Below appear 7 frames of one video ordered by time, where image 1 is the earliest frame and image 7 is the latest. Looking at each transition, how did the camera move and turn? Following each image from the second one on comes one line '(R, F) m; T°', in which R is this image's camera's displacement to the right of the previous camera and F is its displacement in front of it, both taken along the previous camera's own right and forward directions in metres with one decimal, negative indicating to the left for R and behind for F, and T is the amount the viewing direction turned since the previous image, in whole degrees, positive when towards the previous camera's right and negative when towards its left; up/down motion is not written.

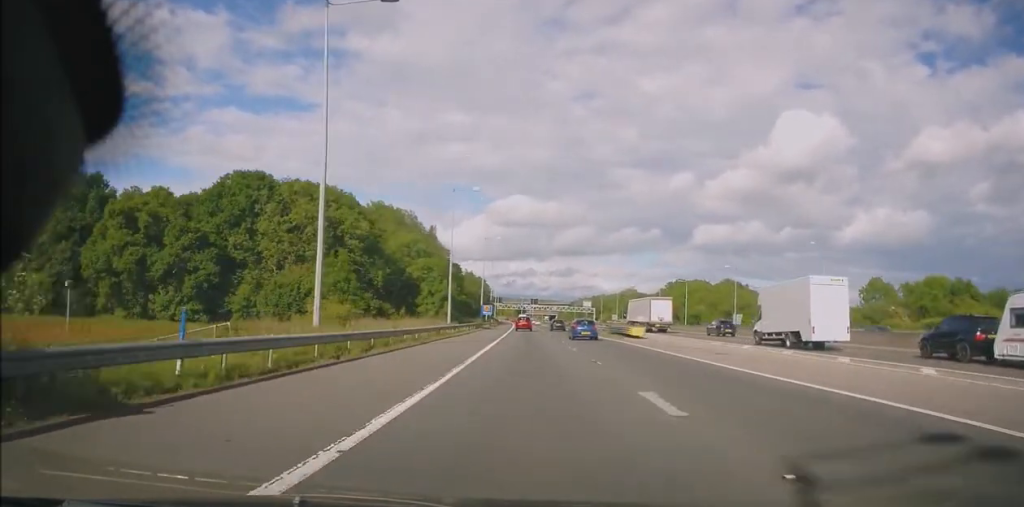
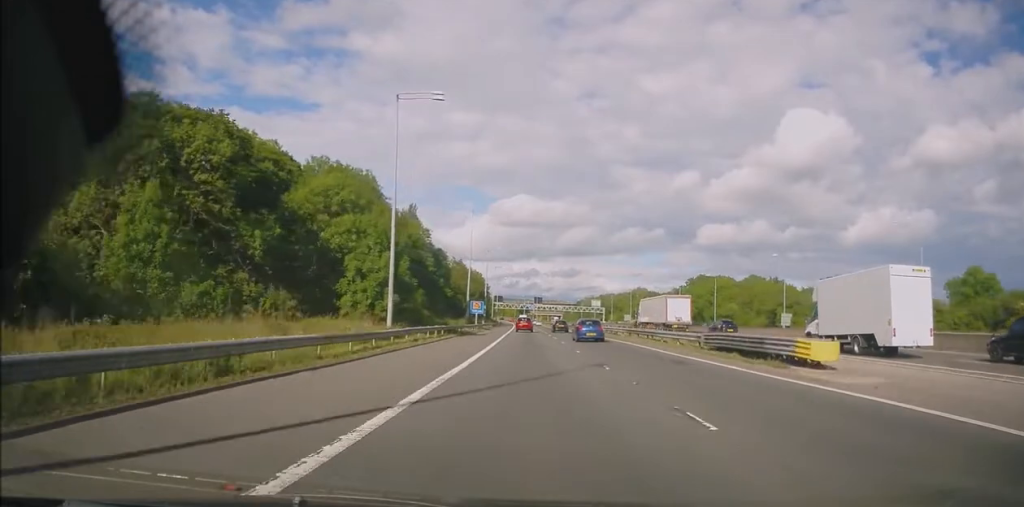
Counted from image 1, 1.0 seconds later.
(+0.3, +28.4) m; 0°
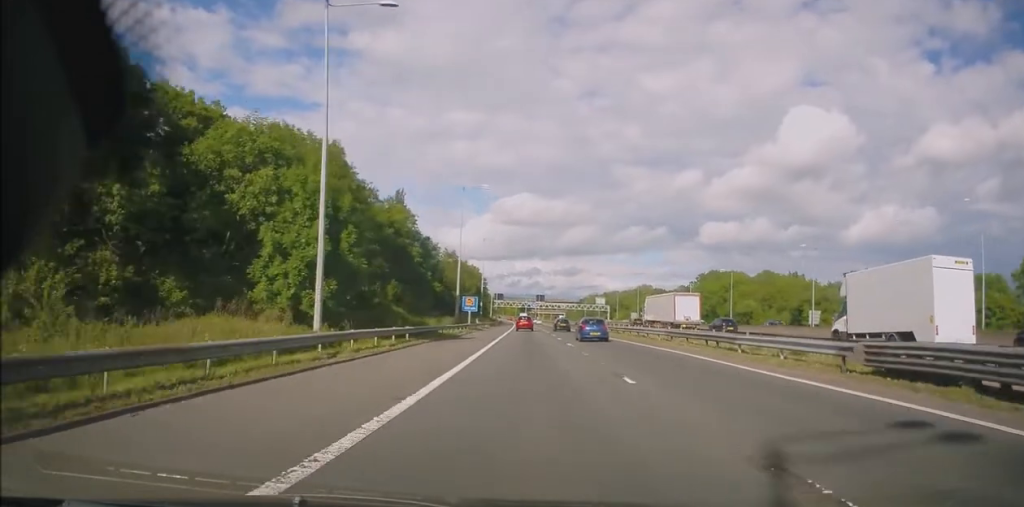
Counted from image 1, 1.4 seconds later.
(0.0, +12.7) m; 0°
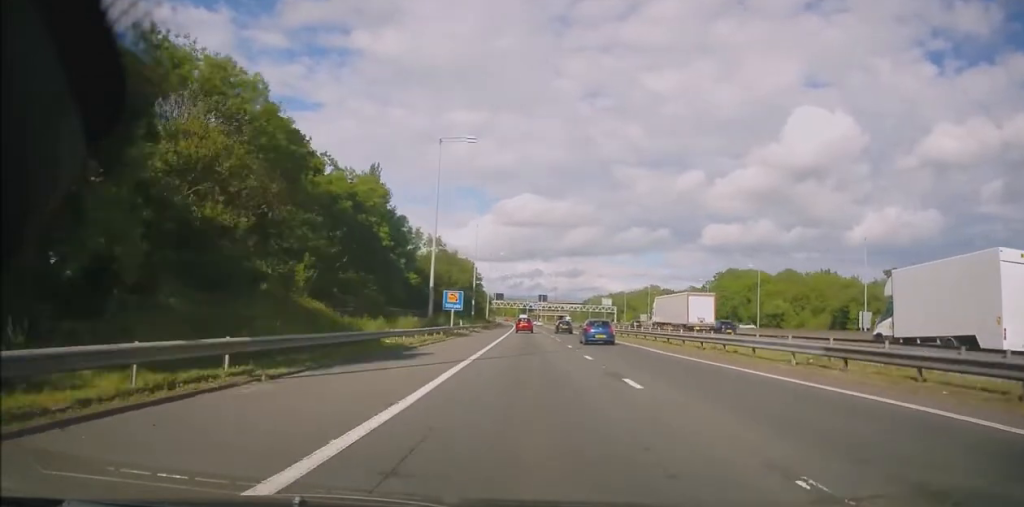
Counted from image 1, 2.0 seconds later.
(-0.3, +18.5) m; -1°
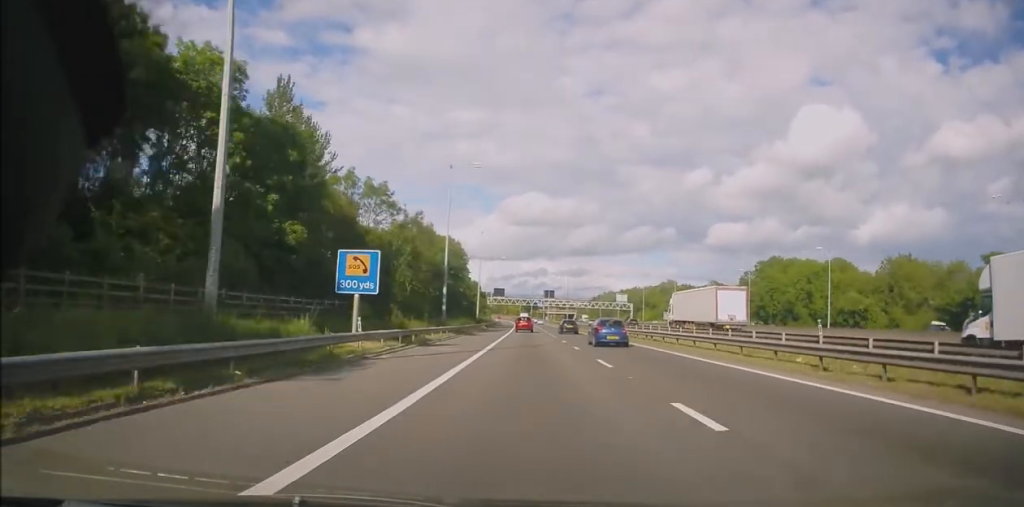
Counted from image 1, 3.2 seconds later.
(-0.2, +33.7) m; +1°
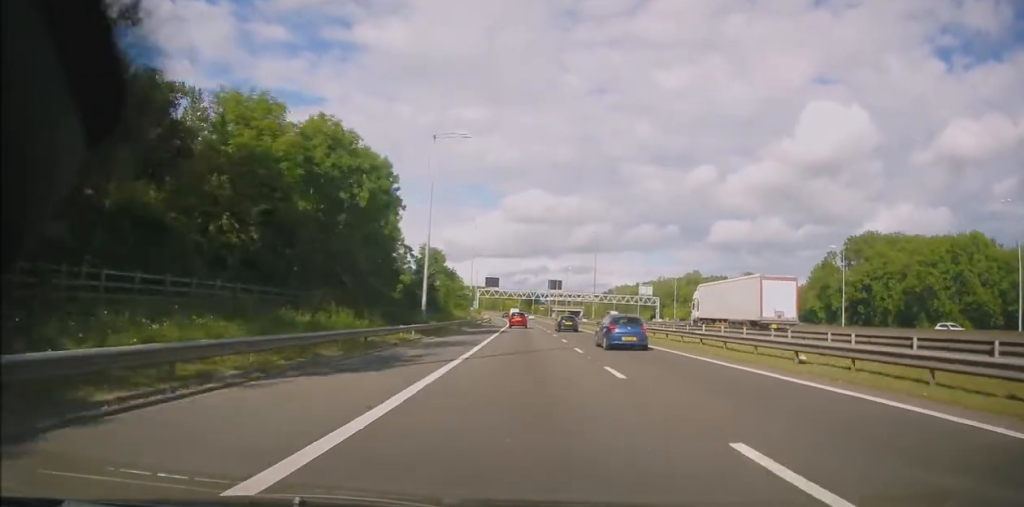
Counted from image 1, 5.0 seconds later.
(-0.1, +50.1) m; -1°
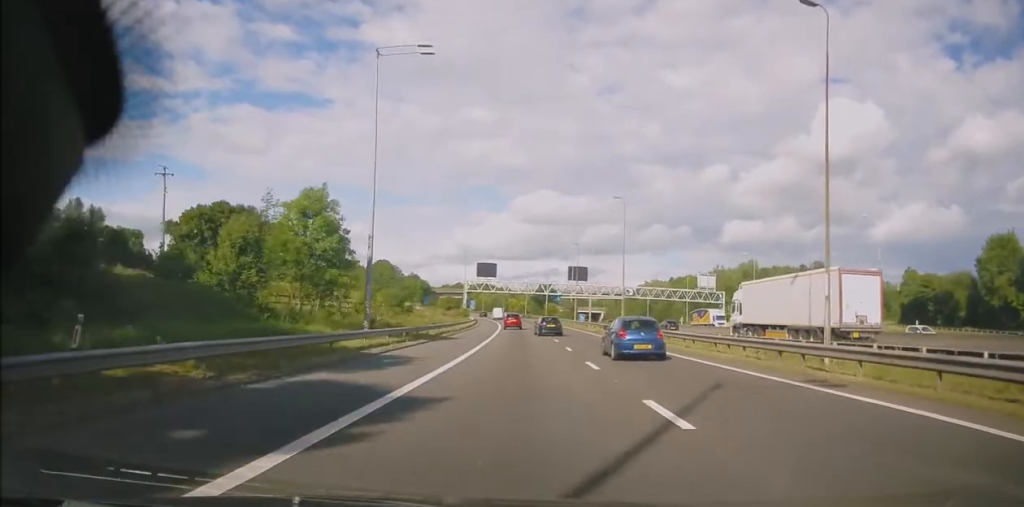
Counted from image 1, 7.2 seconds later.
(+0.3, +59.9) m; 0°
